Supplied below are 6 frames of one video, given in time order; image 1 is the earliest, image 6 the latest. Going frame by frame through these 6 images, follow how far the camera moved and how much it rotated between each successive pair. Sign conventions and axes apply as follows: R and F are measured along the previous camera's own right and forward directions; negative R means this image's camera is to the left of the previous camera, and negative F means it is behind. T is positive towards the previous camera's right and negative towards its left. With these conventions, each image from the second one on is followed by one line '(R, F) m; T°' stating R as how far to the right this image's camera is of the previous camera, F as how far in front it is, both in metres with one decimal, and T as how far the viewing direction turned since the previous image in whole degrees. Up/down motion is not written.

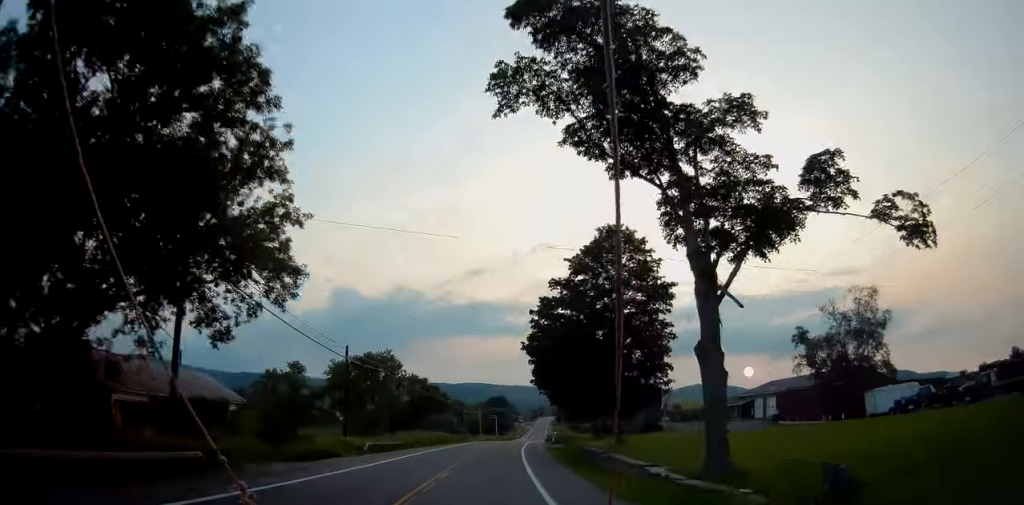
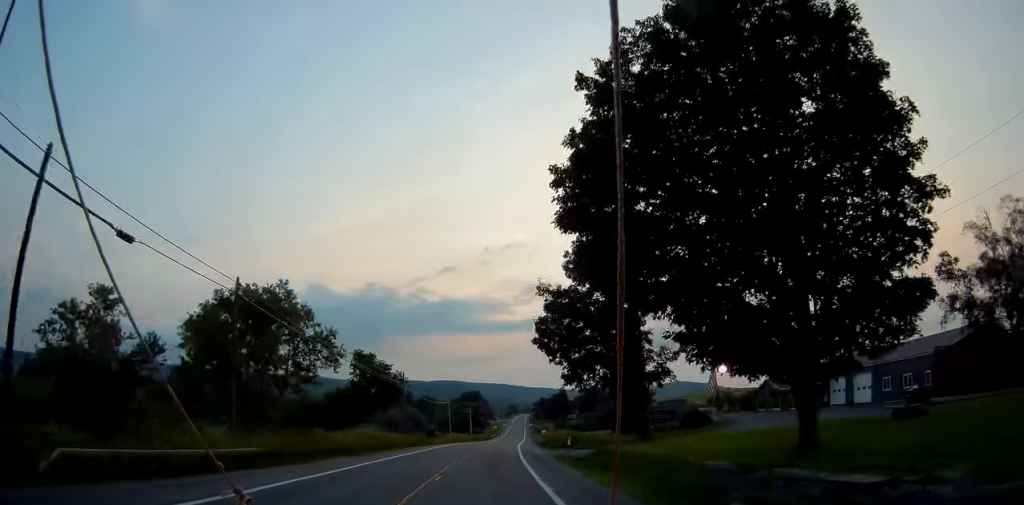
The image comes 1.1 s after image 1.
(+0.6, +27.9) m; +3°
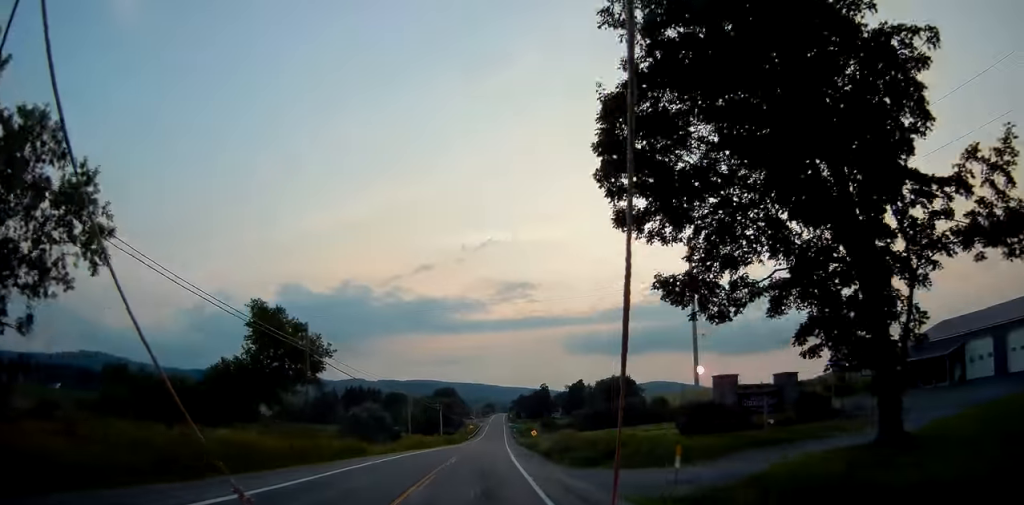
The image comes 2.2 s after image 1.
(+0.8, +26.4) m; +3°
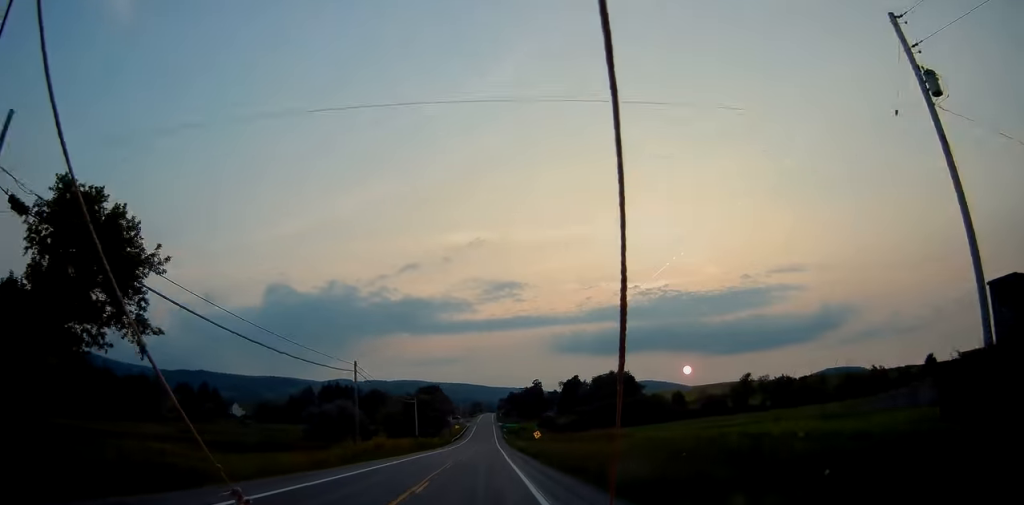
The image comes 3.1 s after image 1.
(+0.4, +23.1) m; +1°
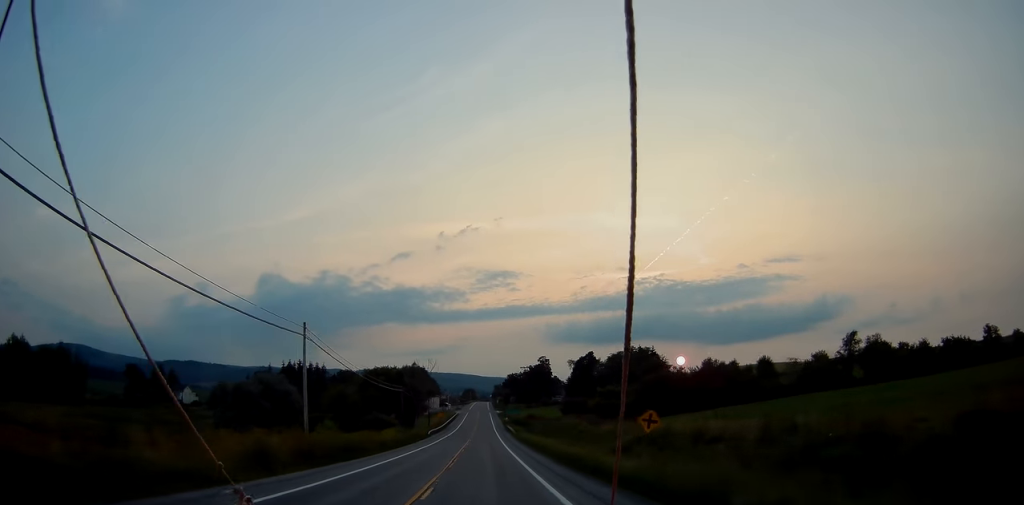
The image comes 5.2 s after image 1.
(+0.5, +50.5) m; +1°
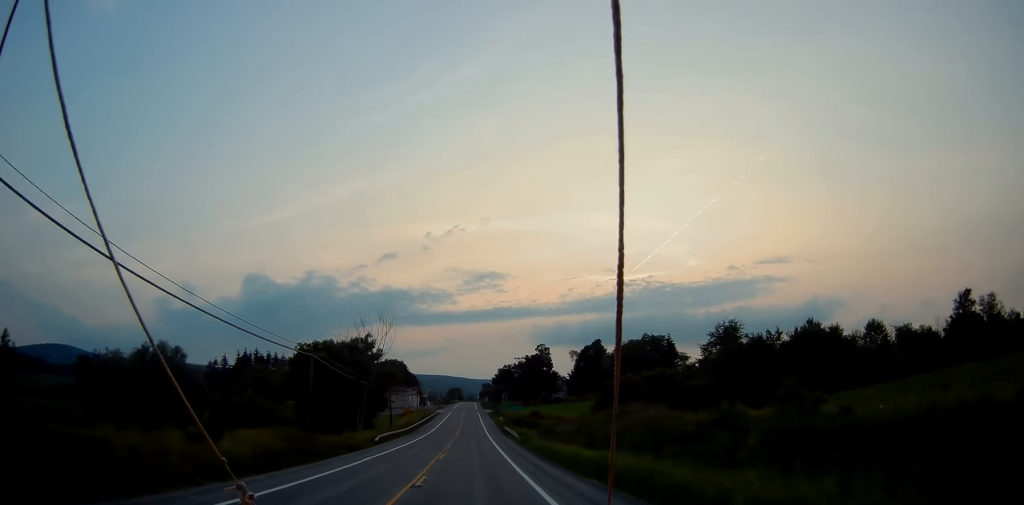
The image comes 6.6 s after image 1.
(-0.2, +34.7) m; 0°
